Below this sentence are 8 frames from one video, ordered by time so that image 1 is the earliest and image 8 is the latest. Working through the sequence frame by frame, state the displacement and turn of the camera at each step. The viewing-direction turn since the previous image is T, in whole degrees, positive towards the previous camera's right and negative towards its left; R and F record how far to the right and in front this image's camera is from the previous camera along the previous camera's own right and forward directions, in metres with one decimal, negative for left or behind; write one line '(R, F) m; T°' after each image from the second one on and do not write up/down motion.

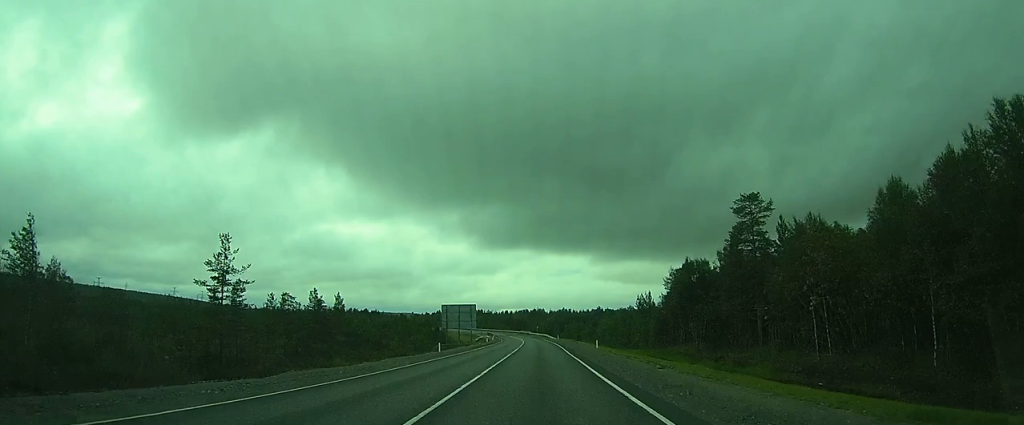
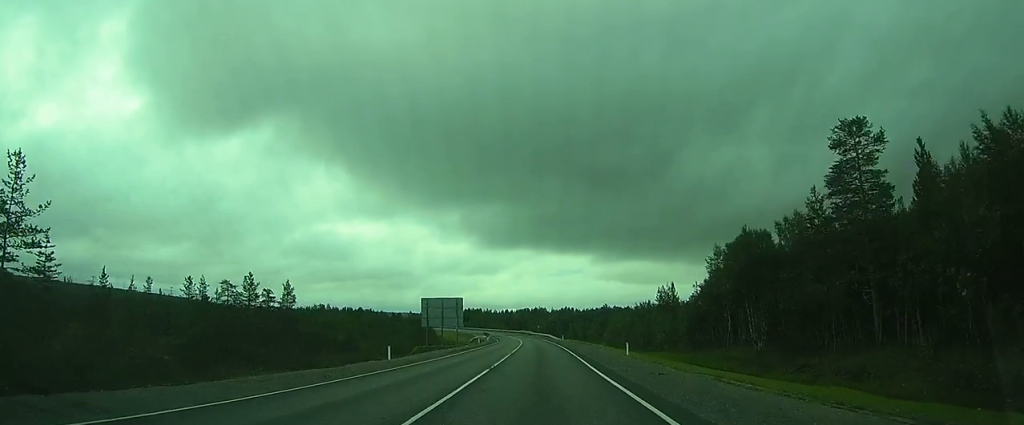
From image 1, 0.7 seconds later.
(-0.1, +14.2) m; 0°
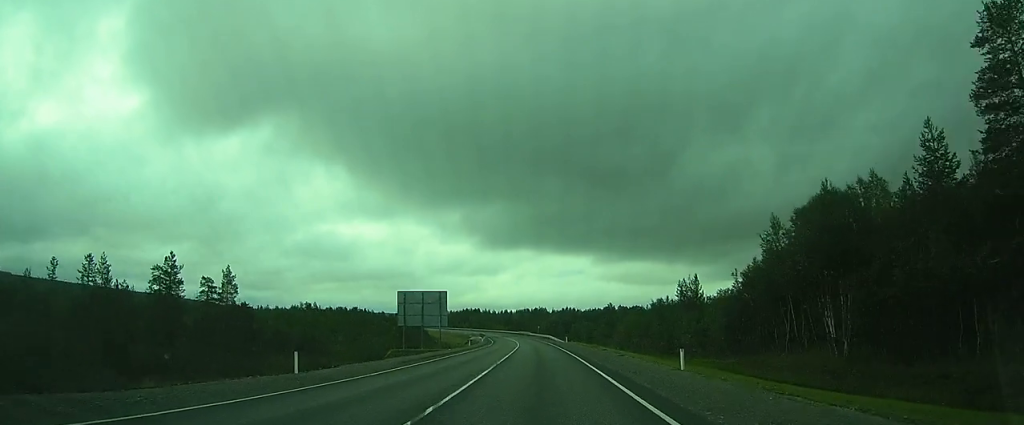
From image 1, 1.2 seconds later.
(0.0, +9.8) m; 0°
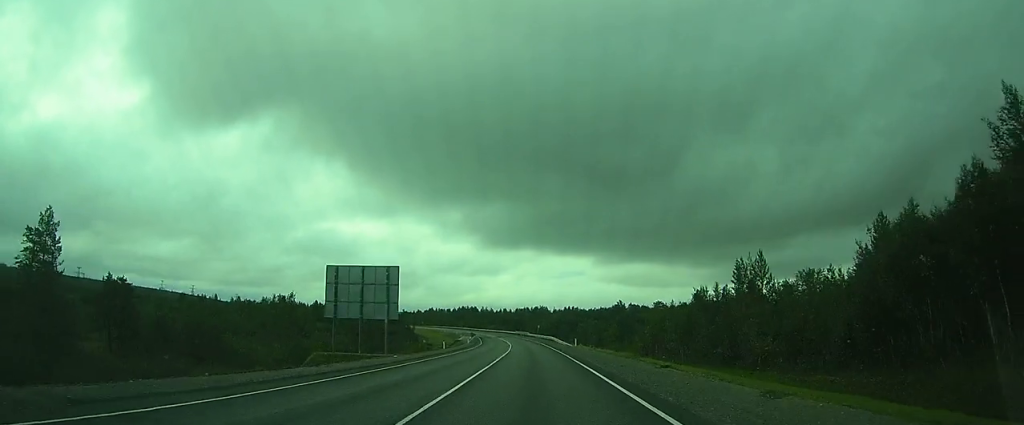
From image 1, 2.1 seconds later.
(-0.1, +15.6) m; 0°
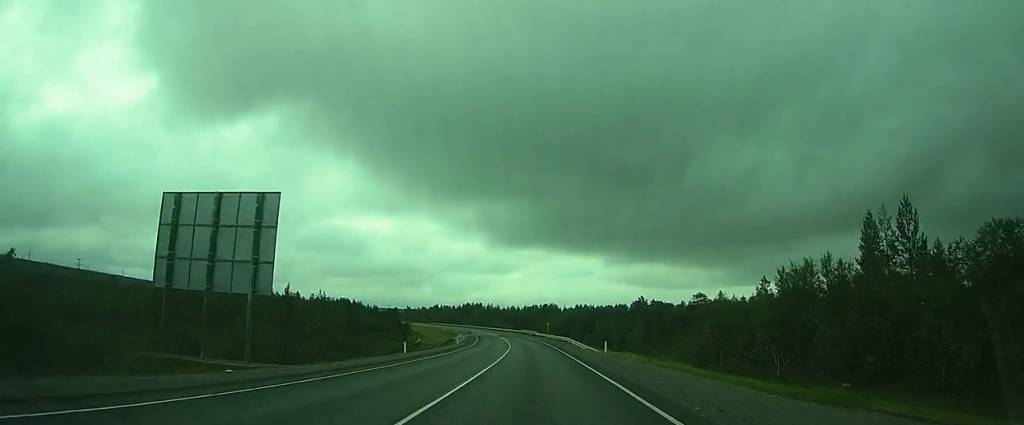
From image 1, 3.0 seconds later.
(-0.1, +13.9) m; +1°
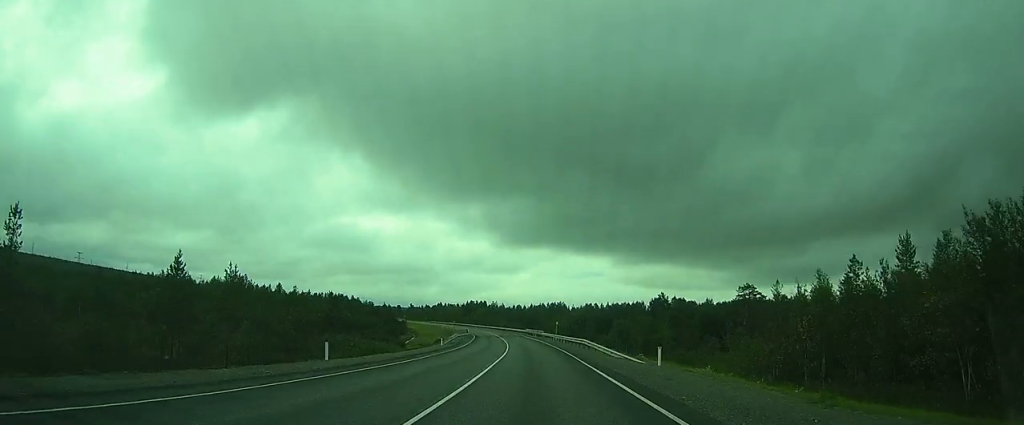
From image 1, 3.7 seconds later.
(+0.1, +10.9) m; +1°
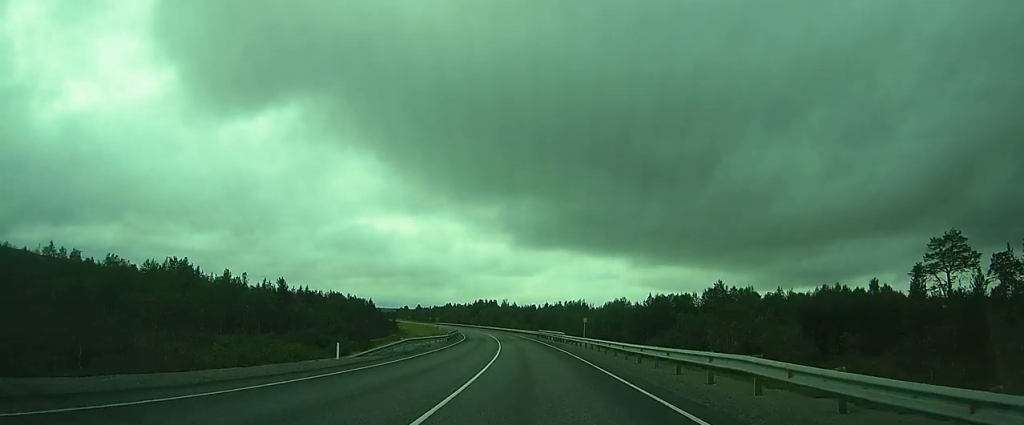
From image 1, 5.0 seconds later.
(+0.2, +25.4) m; -1°
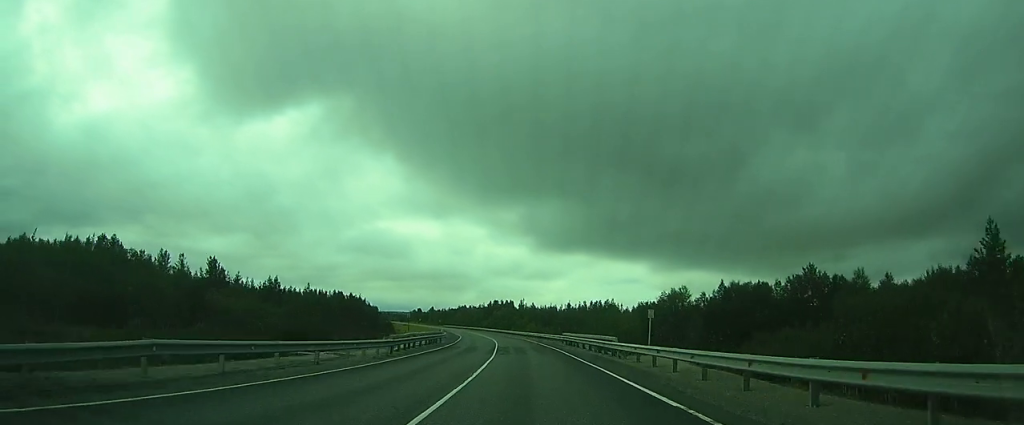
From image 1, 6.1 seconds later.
(-0.4, +22.4) m; -2°
